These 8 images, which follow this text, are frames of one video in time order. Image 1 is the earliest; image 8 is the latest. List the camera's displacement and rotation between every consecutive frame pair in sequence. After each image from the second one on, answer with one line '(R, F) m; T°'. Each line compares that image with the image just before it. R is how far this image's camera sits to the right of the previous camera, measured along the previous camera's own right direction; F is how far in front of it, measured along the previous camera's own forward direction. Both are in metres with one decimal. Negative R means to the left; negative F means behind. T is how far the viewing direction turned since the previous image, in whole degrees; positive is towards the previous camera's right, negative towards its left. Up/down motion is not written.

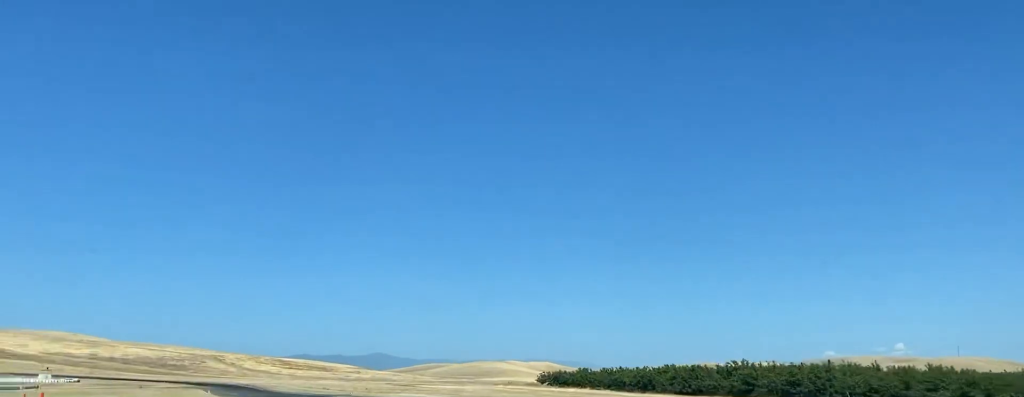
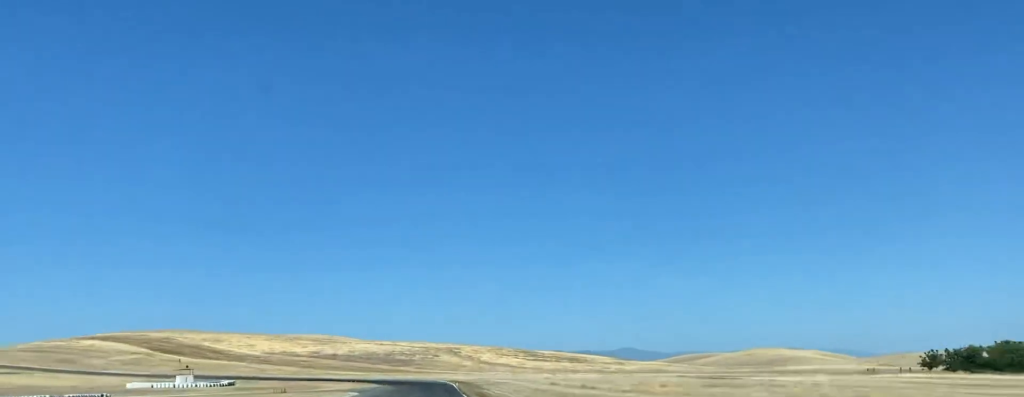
(-12.2, +91.7) m; -11°
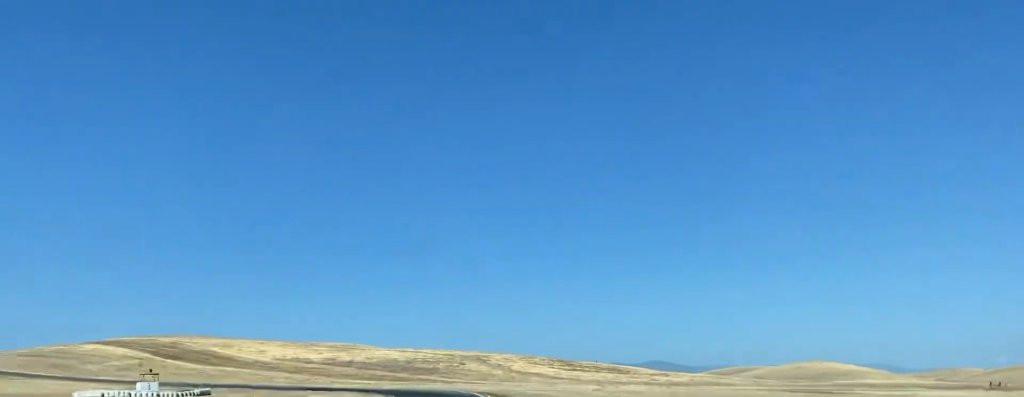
(+0.5, +27.0) m; +1°
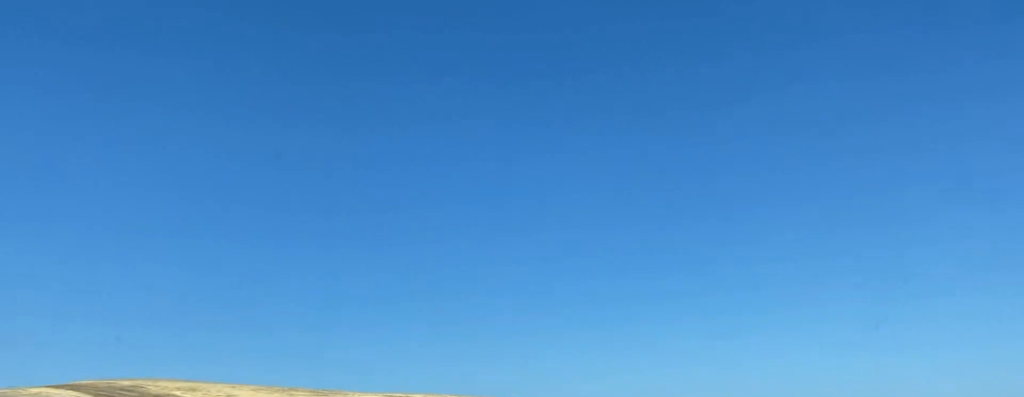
(+0.3, +31.4) m; -7°
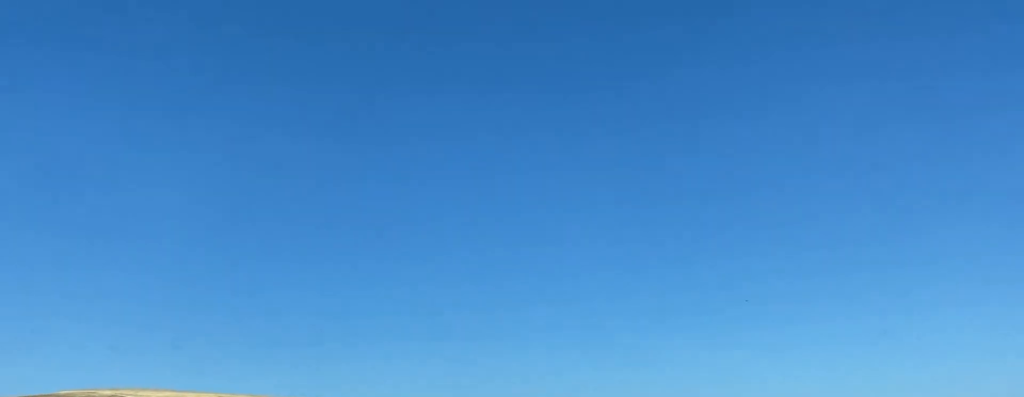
(+2.4, +17.8) m; -7°
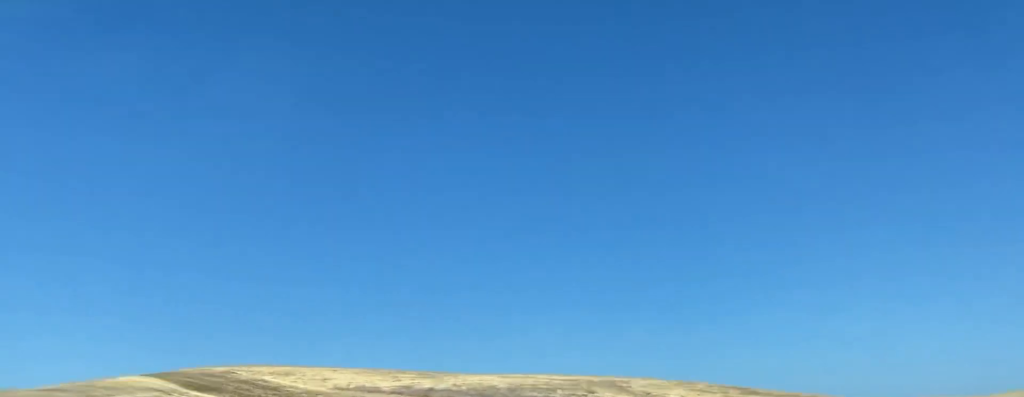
(-8.2, +30.8) m; -16°
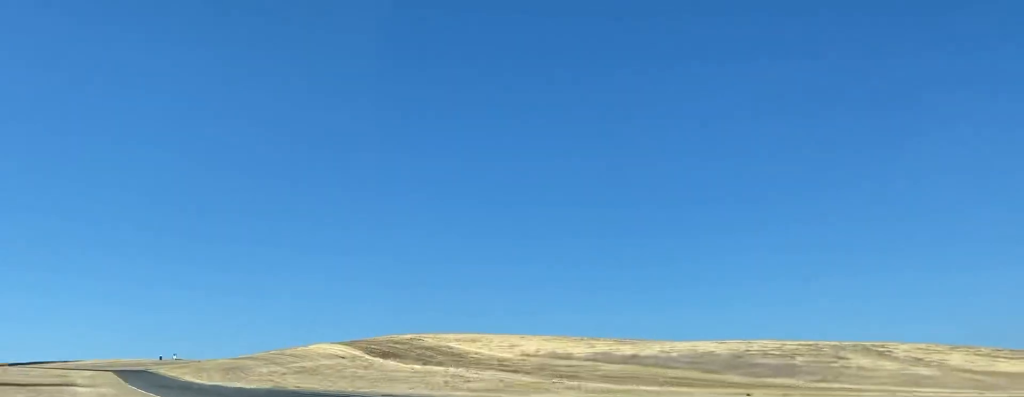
(-2.6, +31.5) m; -6°
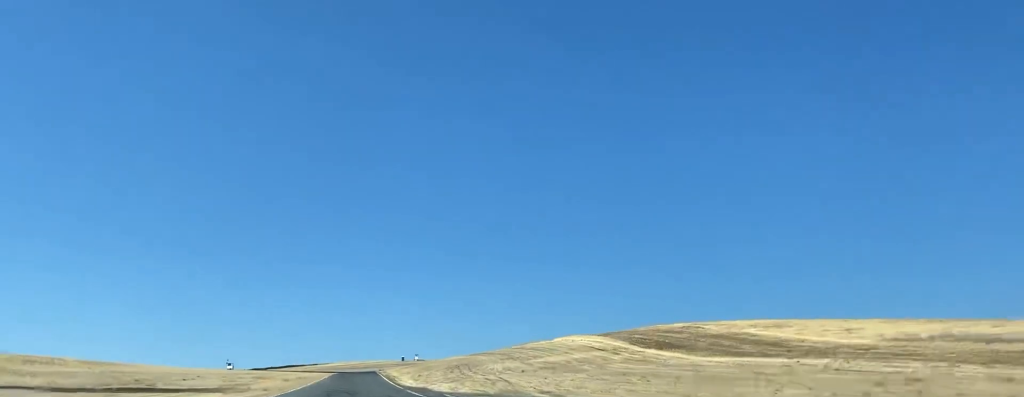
(-3.9, +66.4) m; -7°
